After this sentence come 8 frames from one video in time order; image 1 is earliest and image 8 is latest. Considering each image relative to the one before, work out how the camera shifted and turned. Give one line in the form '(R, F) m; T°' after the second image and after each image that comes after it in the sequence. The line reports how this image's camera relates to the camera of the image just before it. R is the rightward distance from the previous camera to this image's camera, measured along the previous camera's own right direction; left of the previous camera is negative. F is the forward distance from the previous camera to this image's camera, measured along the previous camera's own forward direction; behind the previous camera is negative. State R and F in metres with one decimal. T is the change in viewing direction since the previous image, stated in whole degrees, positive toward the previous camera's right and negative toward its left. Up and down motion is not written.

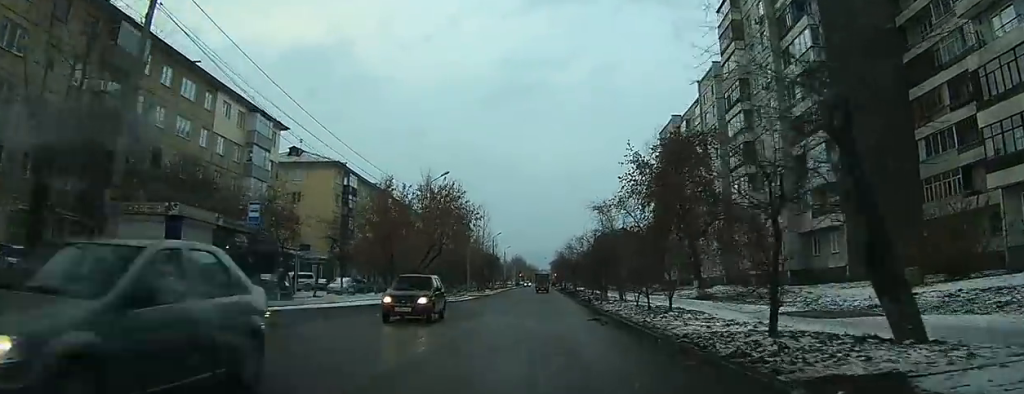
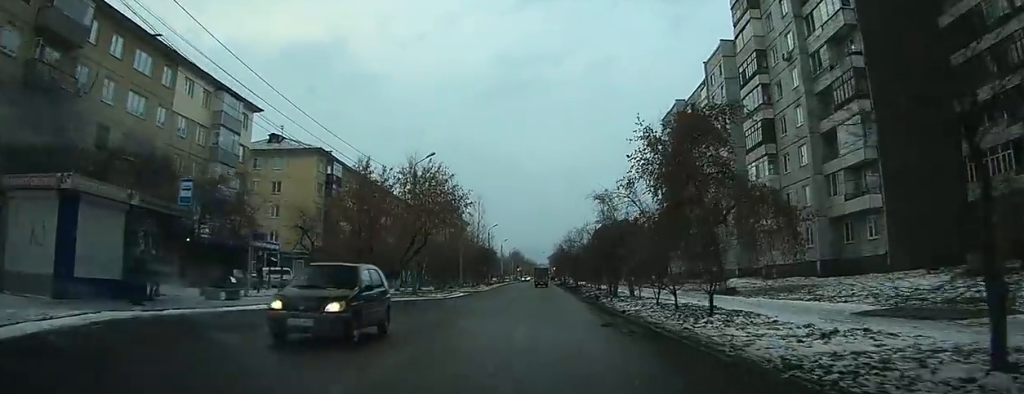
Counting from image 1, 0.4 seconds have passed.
(+0.1, +5.2) m; +1°
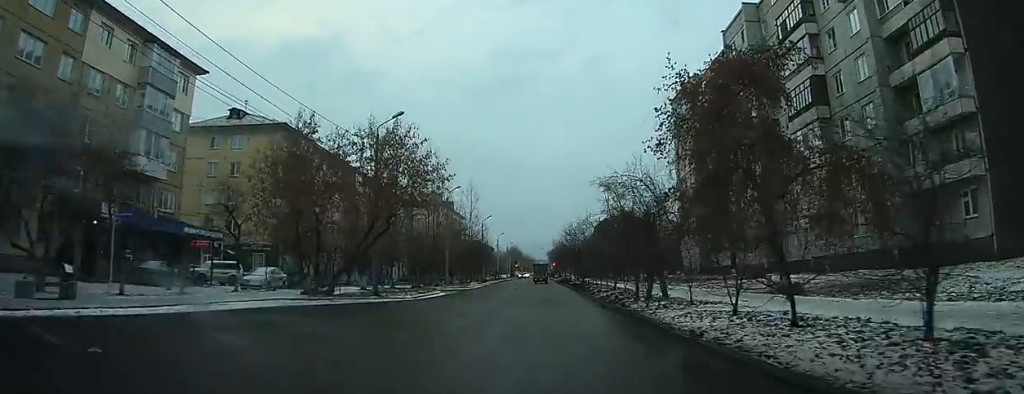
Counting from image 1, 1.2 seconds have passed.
(0.0, +9.4) m; 0°
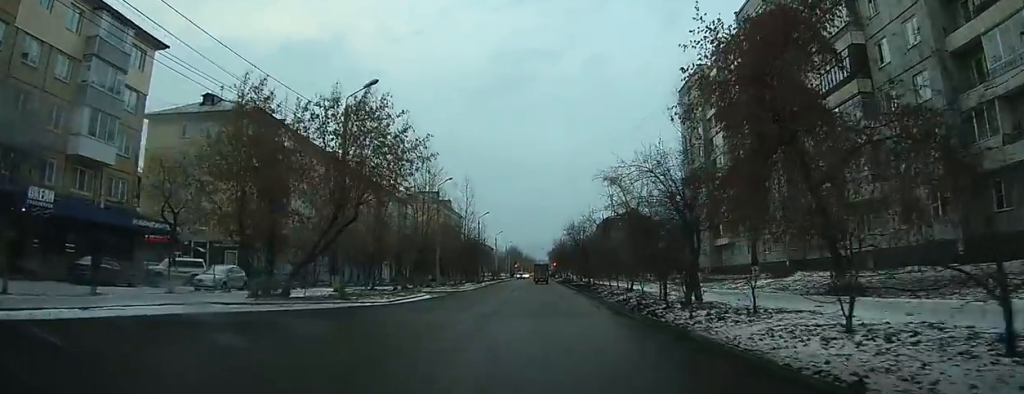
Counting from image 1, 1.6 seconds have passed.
(0.0, +5.4) m; 0°
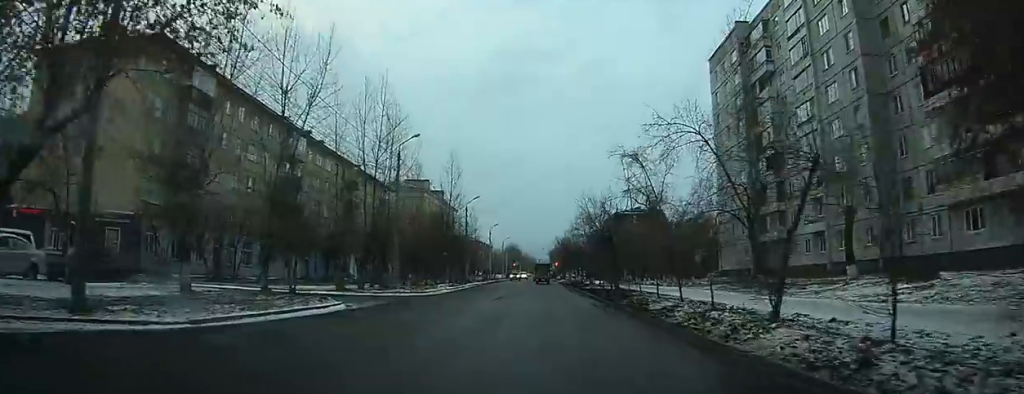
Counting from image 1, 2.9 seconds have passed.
(+0.1, +16.3) m; +1°
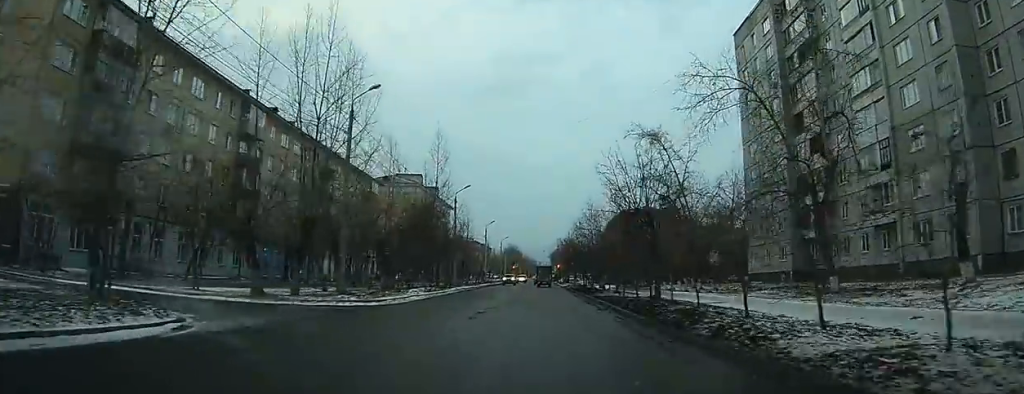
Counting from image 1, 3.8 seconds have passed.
(+0.1, +10.8) m; +1°
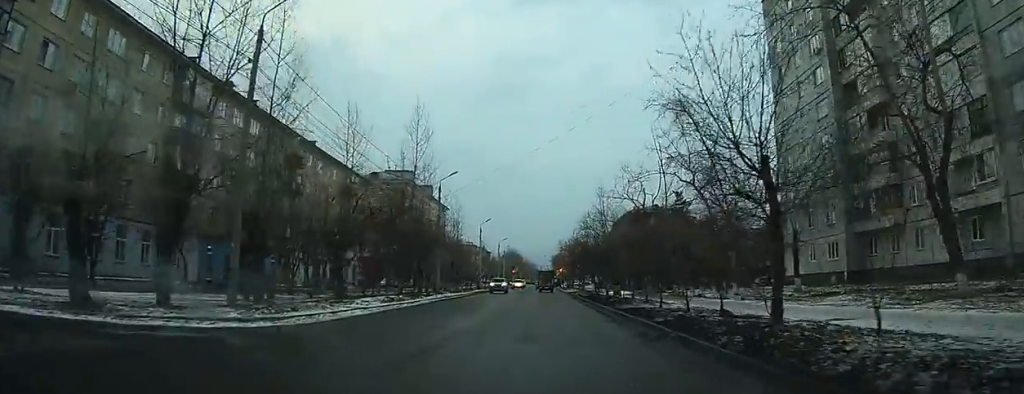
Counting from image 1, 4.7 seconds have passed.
(0.0, +10.7) m; 0°
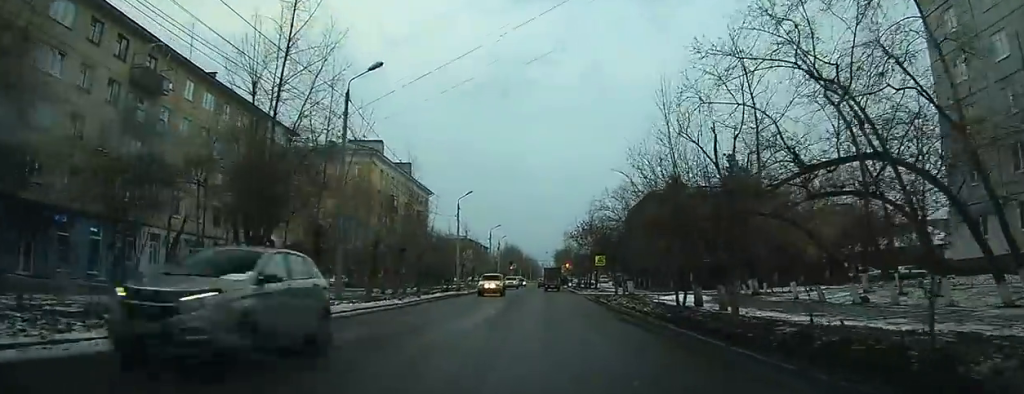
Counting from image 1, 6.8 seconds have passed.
(-0.3, +25.9) m; -2°
